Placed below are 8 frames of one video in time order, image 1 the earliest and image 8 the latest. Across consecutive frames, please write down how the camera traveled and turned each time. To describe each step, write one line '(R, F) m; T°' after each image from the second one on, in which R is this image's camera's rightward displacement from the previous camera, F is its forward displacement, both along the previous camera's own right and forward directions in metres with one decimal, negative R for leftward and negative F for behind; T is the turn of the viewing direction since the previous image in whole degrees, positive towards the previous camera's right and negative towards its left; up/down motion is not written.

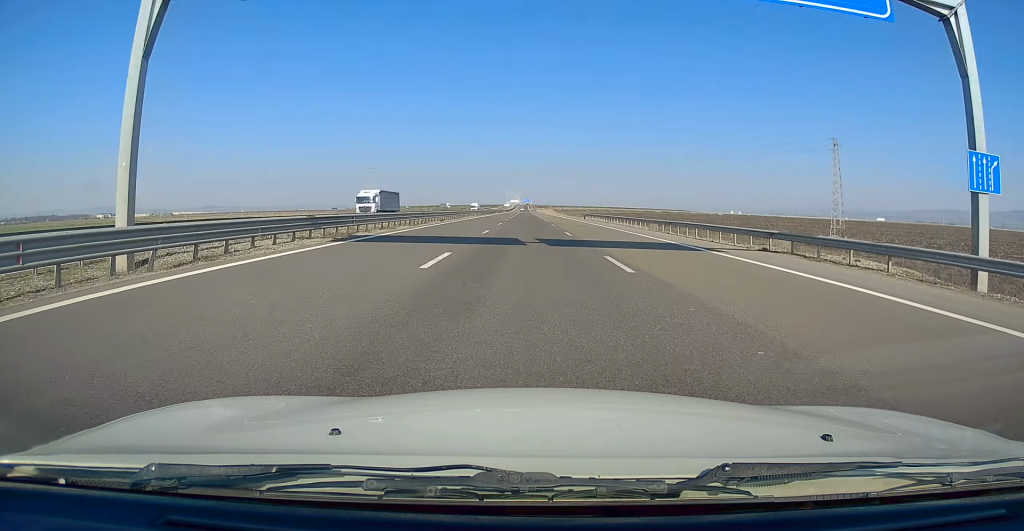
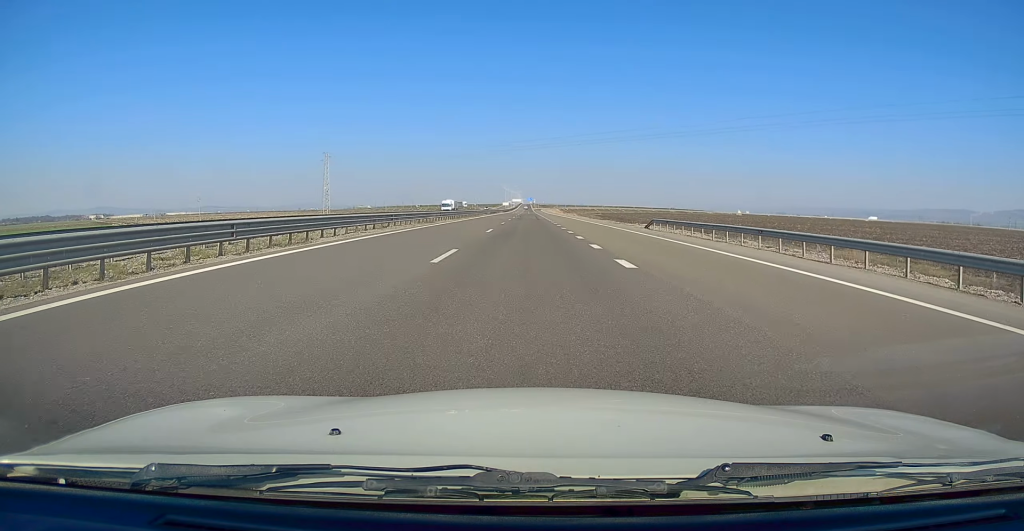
(+0.1, +46.5) m; 0°
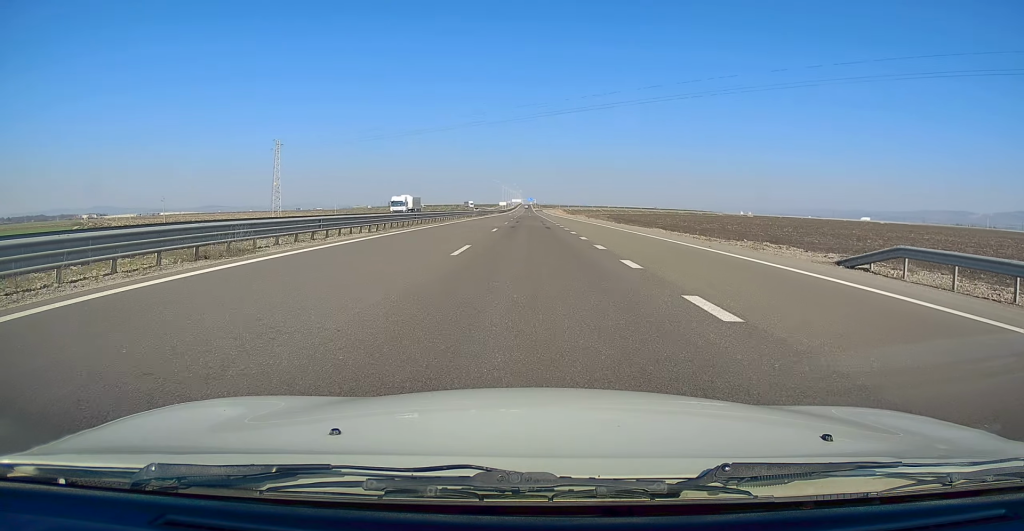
(0.0, +29.3) m; 0°
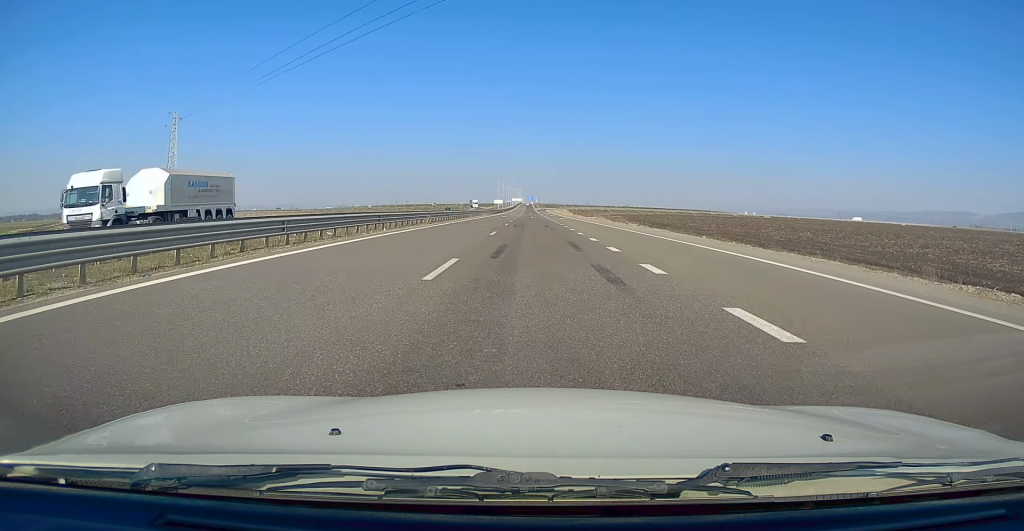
(-0.1, +36.7) m; 0°
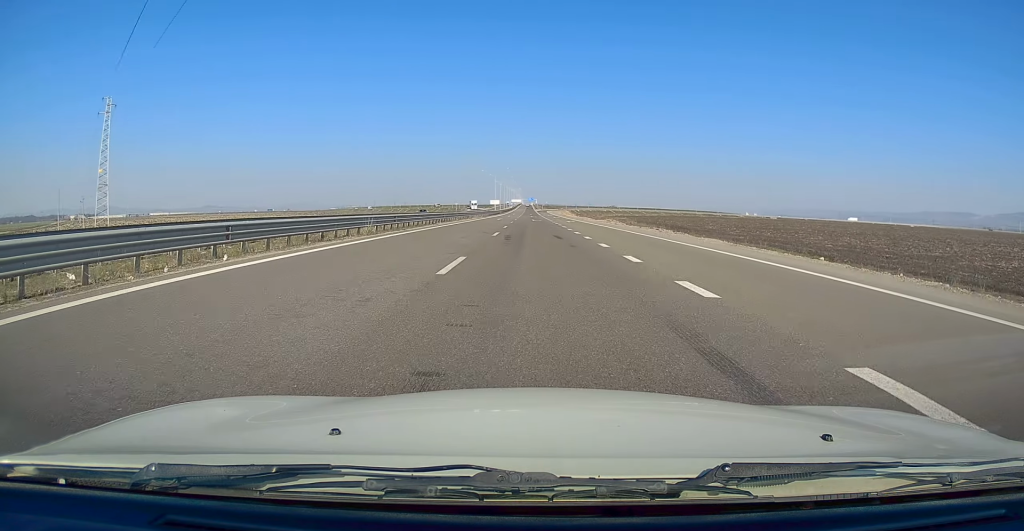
(0.0, +14.9) m; 0°
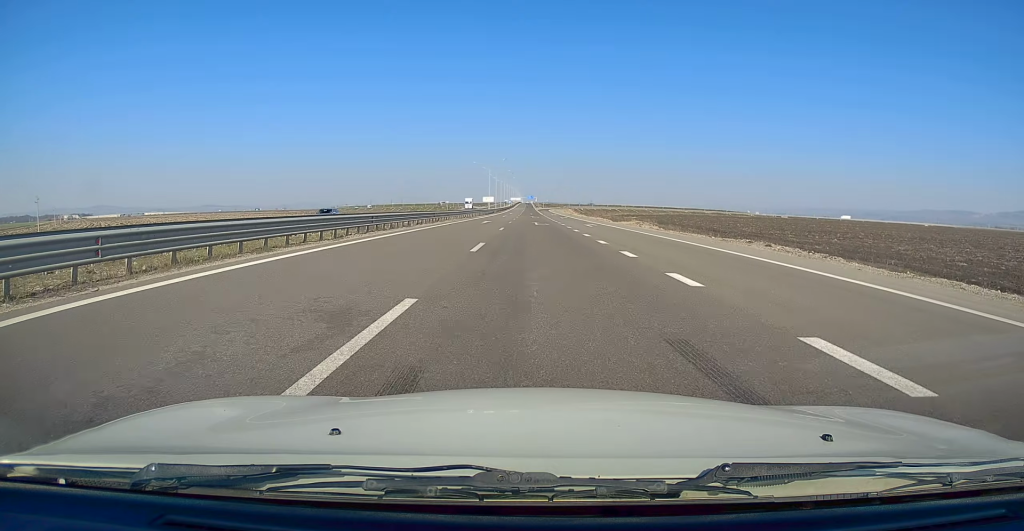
(0.0, +22.7) m; +1°
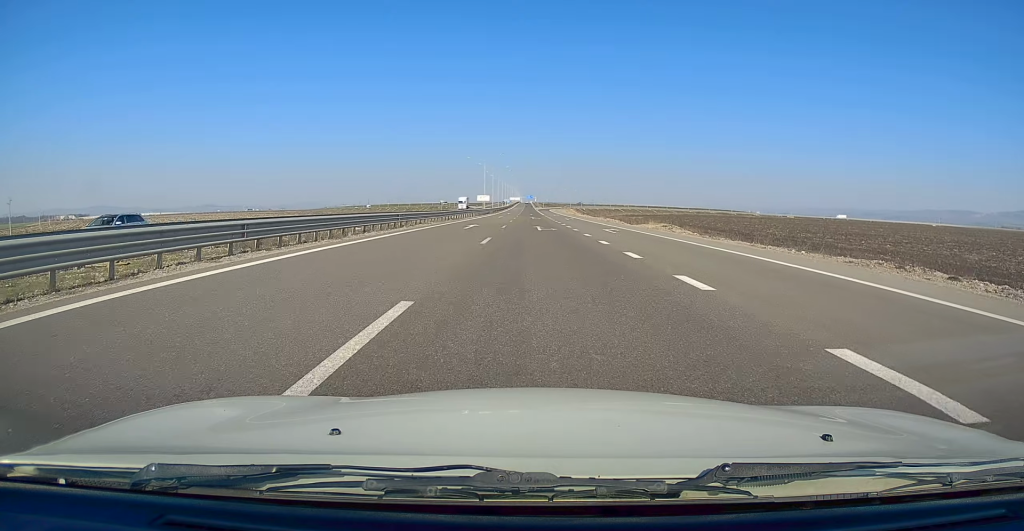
(+0.1, +12.5) m; 0°
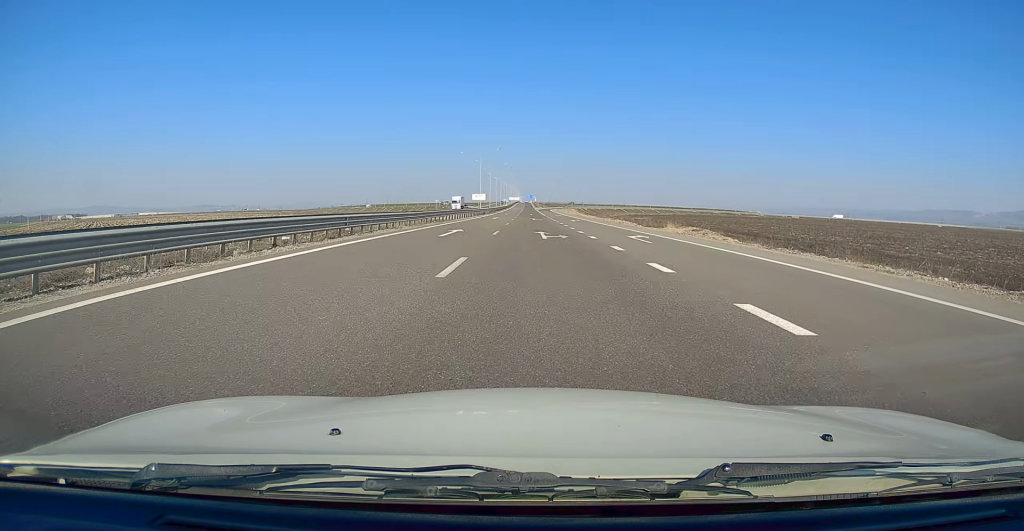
(+0.1, +9.4) m; 0°
